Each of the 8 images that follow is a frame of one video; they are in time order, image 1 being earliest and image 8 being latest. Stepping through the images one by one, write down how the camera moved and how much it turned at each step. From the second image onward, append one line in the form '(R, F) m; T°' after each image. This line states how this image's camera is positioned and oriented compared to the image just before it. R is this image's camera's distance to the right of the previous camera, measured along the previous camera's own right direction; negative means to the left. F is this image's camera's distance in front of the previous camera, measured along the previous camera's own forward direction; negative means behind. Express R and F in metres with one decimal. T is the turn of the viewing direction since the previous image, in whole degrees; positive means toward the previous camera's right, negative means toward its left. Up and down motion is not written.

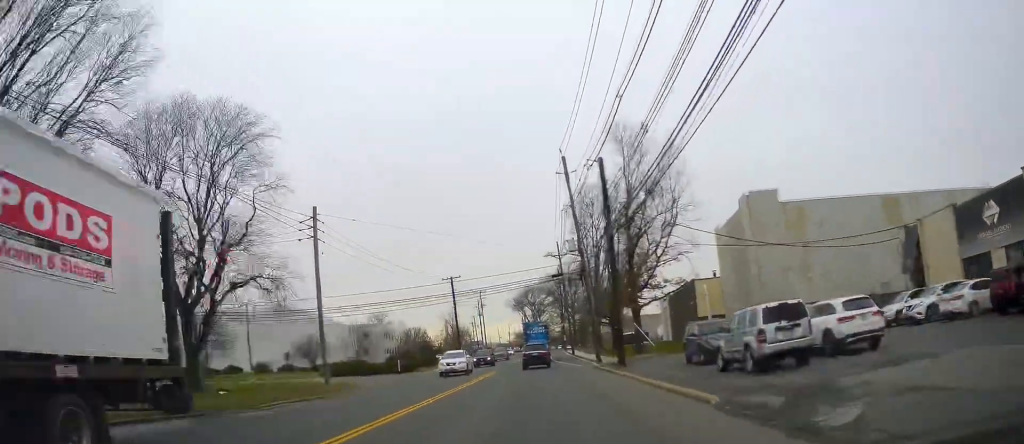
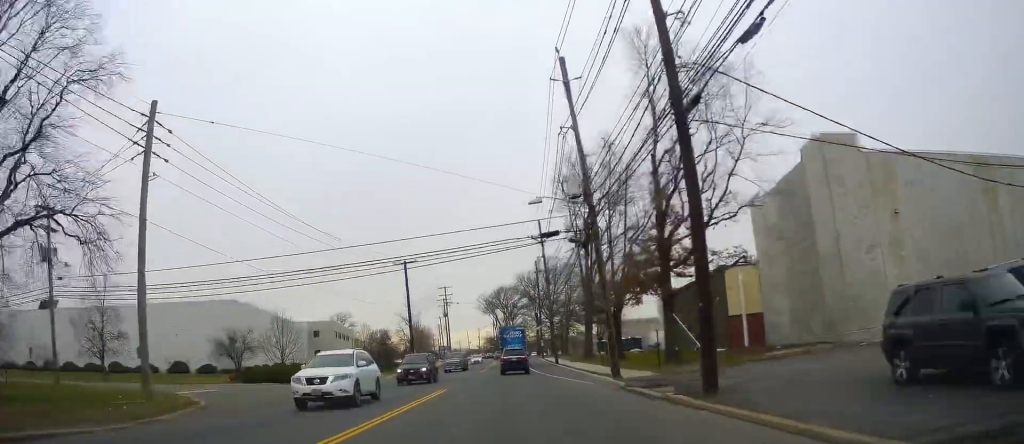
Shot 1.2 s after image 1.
(+0.6, +16.0) m; +2°
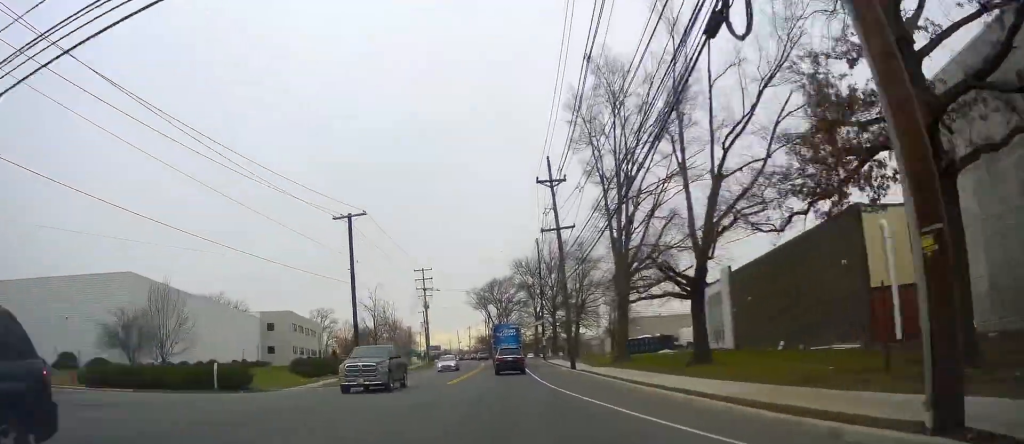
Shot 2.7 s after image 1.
(-0.2, +20.6) m; 0°
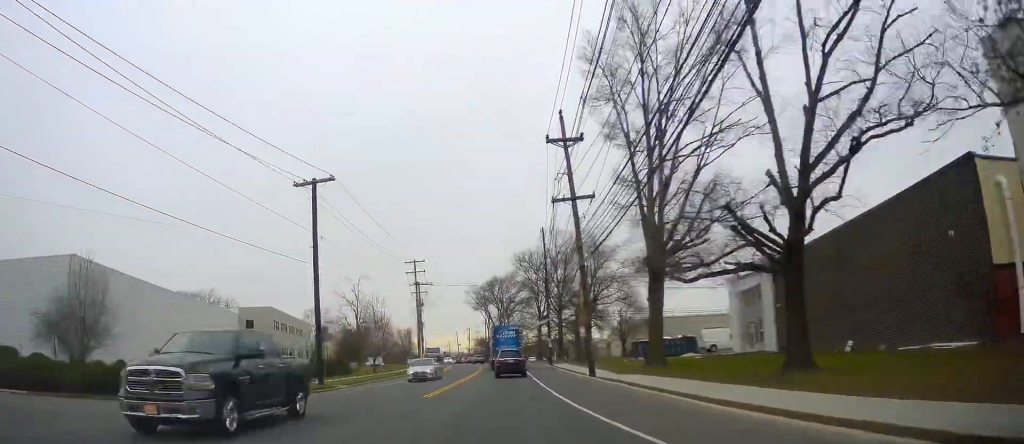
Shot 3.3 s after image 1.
(+0.1, +8.7) m; +1°
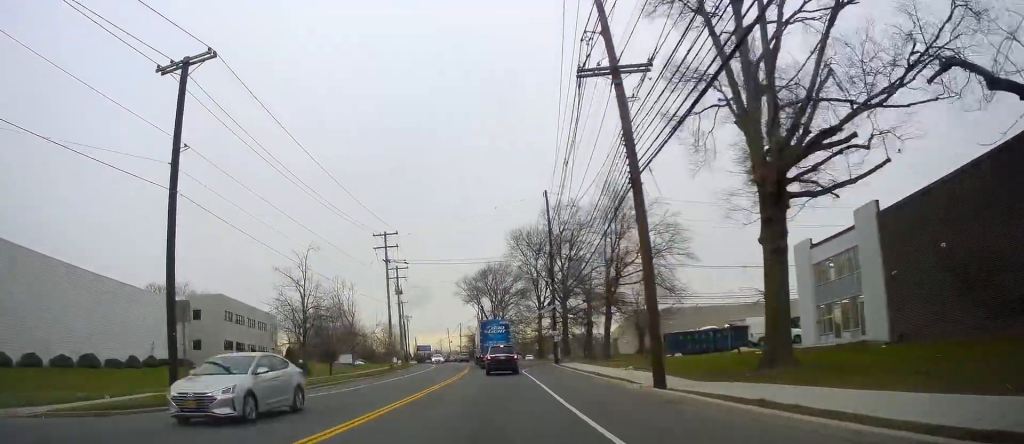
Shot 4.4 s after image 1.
(+0.1, +15.3) m; 0°
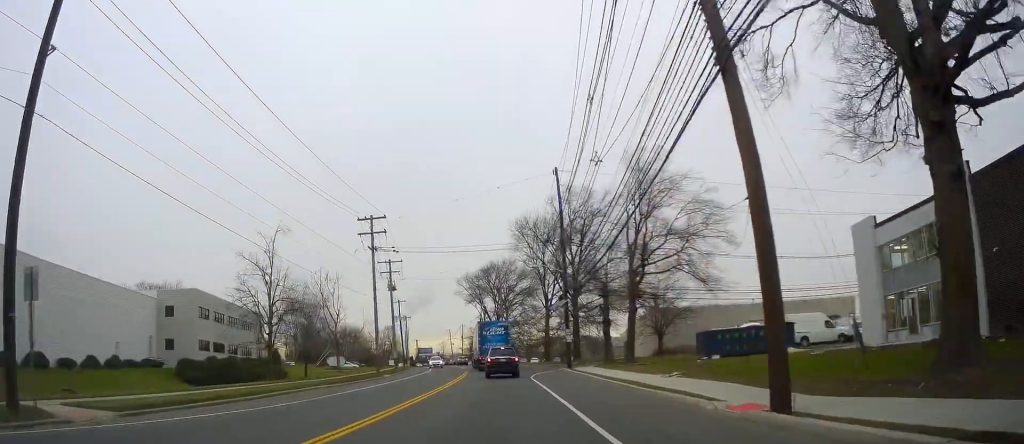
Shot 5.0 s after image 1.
(0.0, +7.1) m; 0°
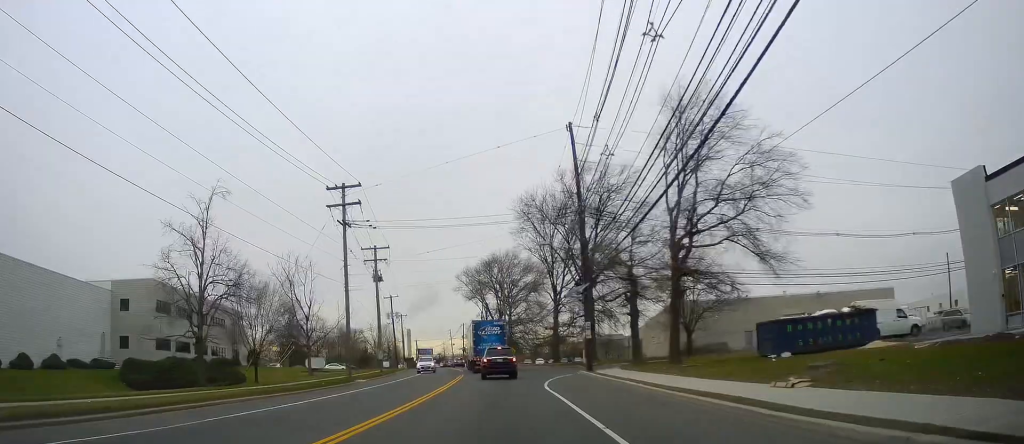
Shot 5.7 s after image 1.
(0.0, +9.7) m; 0°
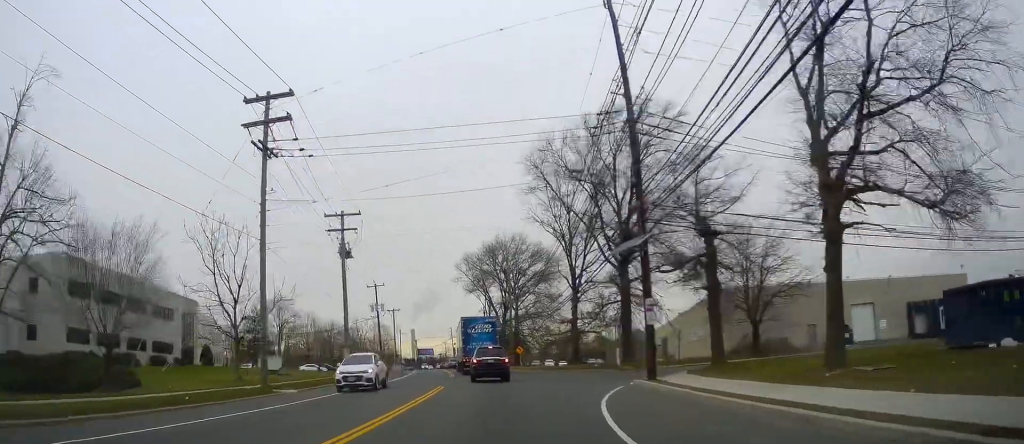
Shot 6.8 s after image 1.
(+0.1, +14.9) m; +2°
